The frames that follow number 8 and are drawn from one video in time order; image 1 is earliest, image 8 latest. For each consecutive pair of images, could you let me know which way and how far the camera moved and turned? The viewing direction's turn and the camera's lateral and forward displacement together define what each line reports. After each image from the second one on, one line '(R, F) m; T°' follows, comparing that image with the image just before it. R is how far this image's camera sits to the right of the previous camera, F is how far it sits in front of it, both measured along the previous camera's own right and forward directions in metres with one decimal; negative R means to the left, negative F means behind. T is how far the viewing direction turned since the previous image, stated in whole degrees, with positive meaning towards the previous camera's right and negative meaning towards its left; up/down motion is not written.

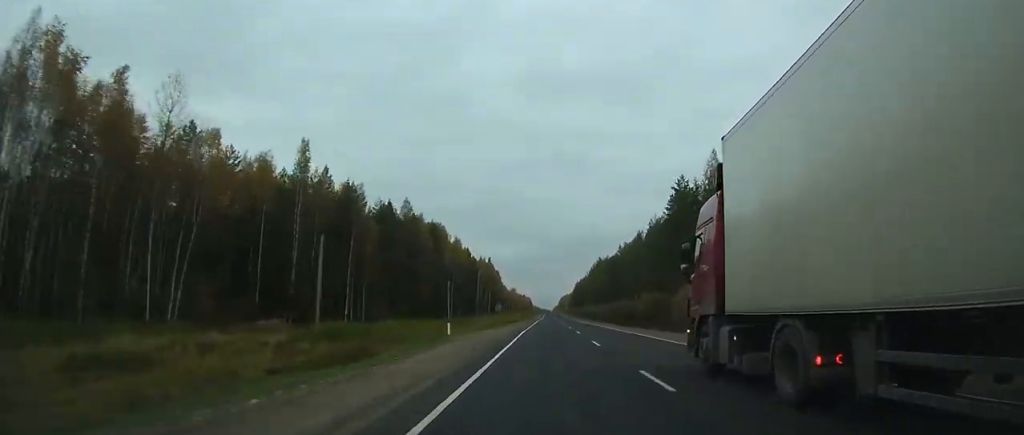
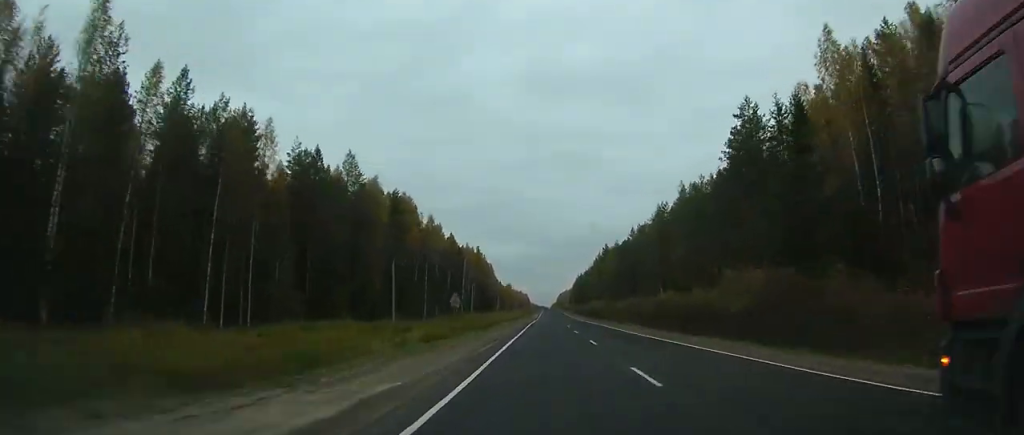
(0.0, +36.8) m; 0°
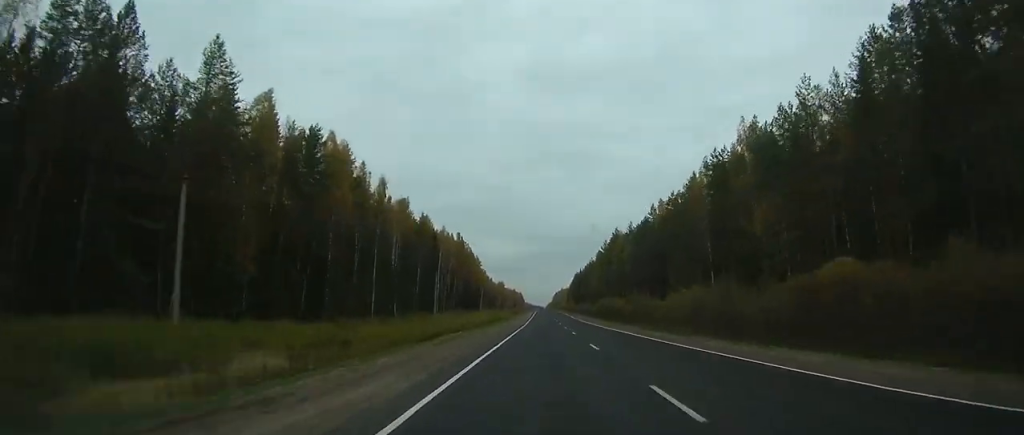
(0.0, +41.9) m; 0°
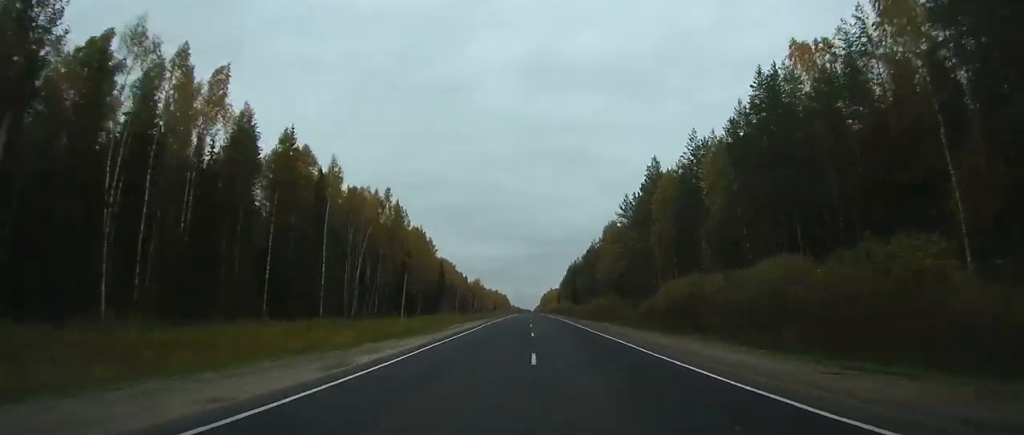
(+0.9, +81.6) m; +1°
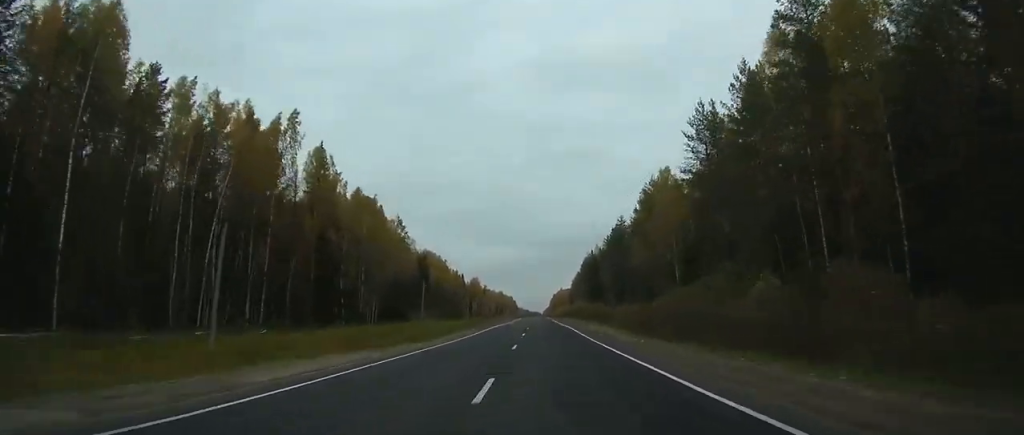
(-0.1, +53.0) m; 0°
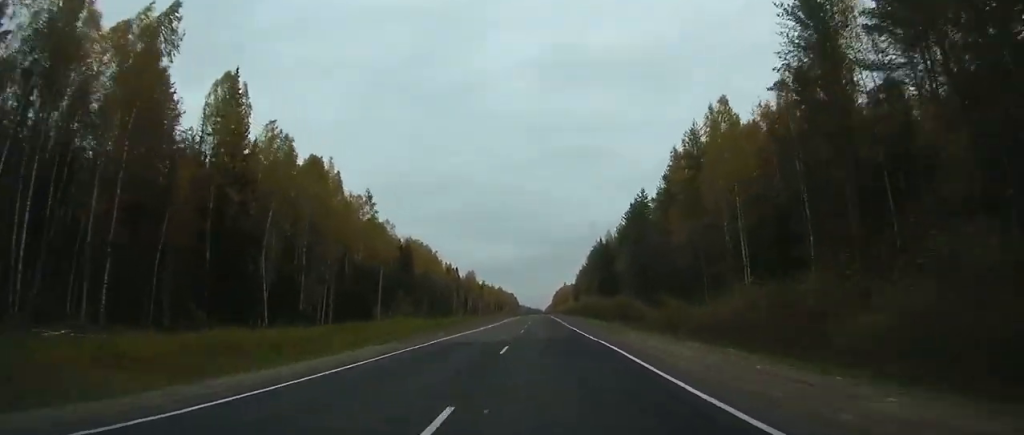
(-0.1, +27.0) m; 0°
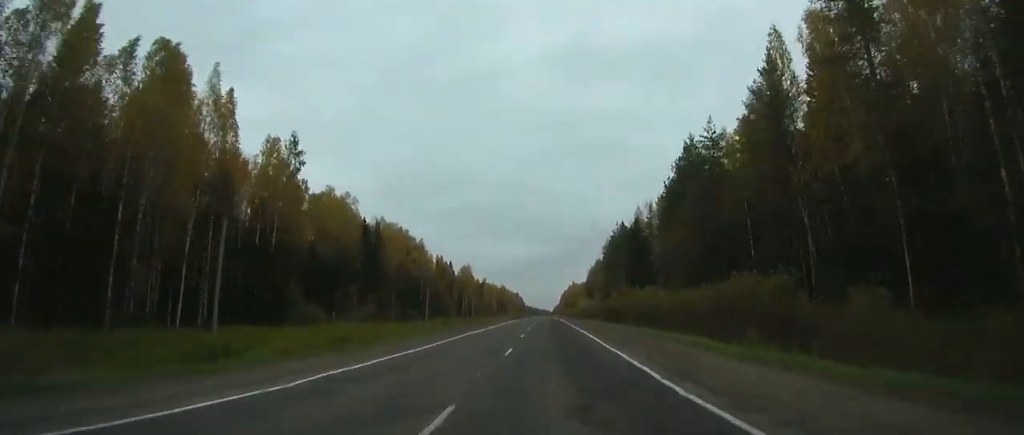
(-0.2, +37.7) m; 0°
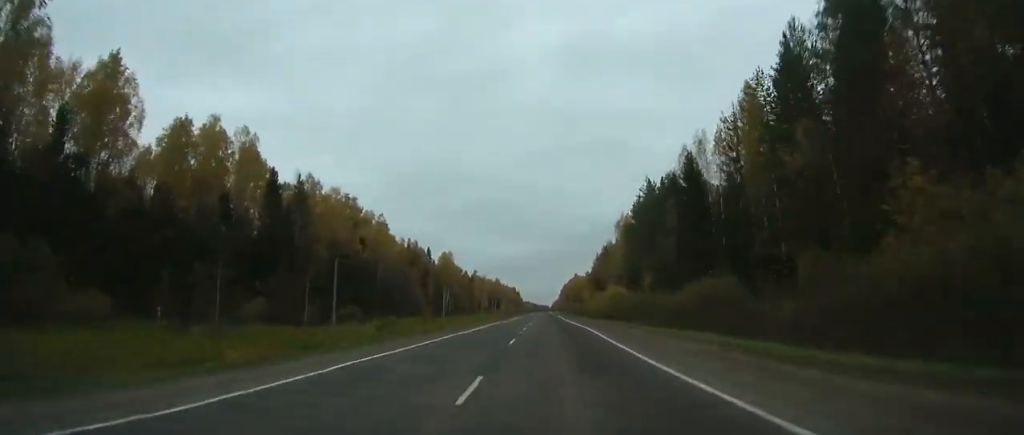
(-0.1, +45.7) m; 0°
